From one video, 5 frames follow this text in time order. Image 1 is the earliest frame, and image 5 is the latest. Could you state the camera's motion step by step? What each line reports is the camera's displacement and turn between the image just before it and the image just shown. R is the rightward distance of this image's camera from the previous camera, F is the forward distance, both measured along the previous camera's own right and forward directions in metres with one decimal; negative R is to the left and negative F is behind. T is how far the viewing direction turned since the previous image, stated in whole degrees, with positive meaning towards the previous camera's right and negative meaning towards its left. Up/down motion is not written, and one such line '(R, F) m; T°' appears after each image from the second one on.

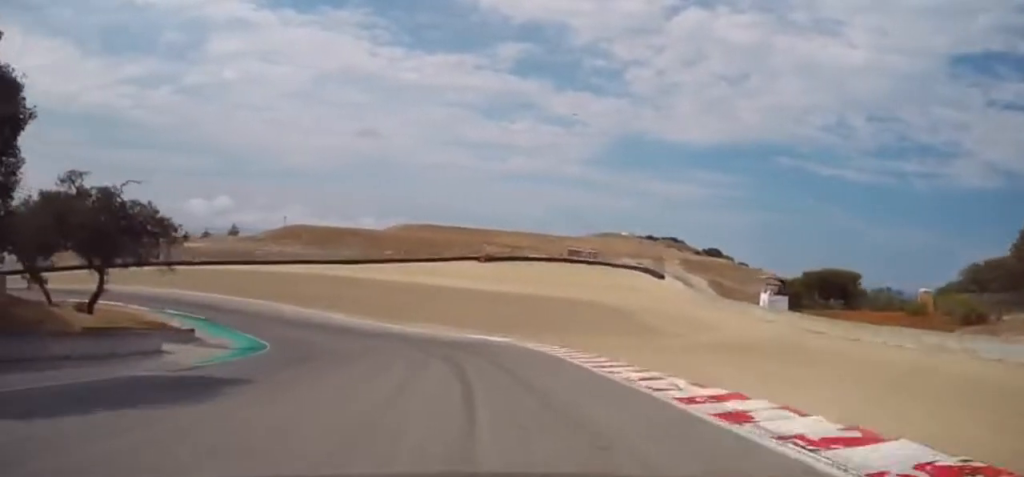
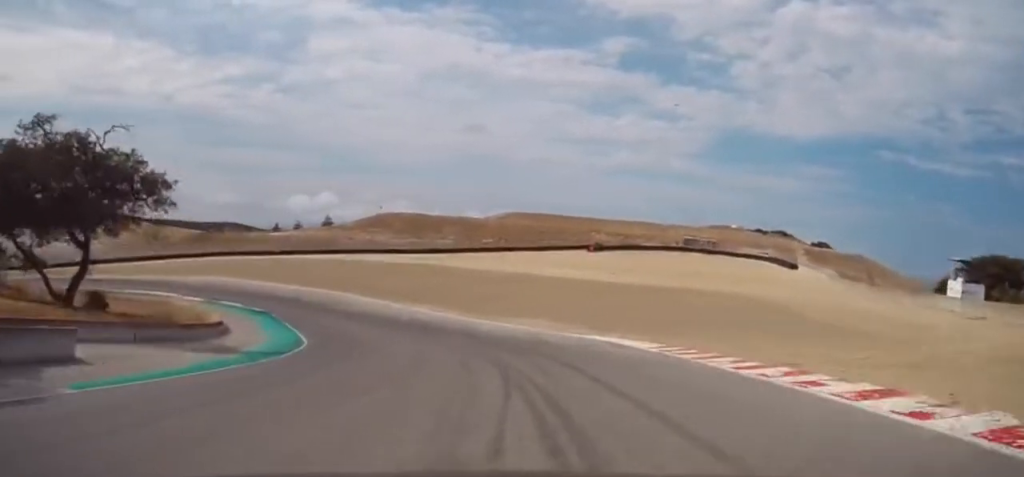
(-1.5, +13.2) m; -7°
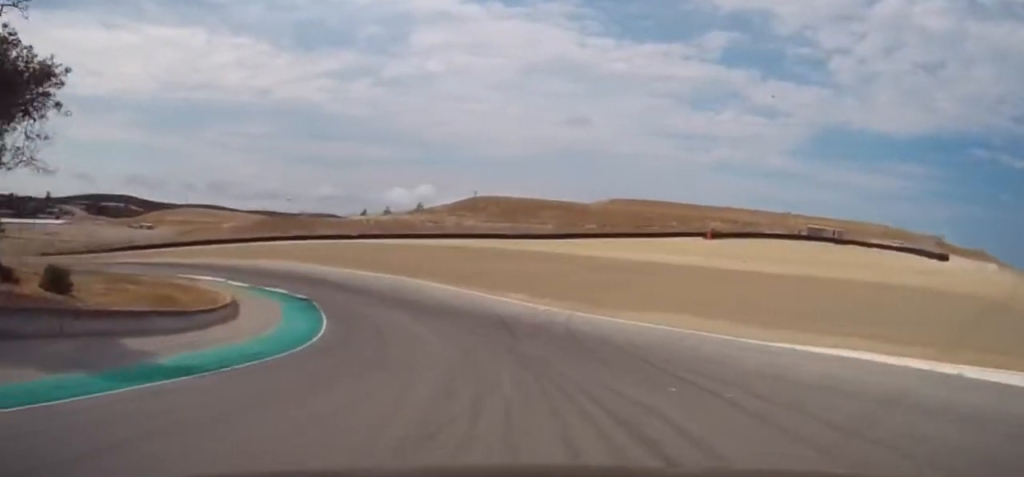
(-0.5, +14.4) m; -8°
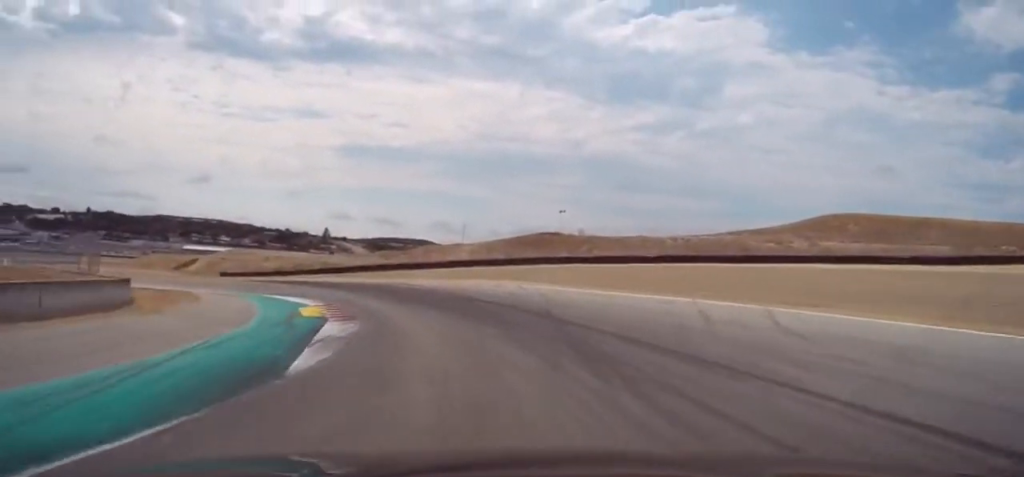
(-9.7, +44.9) m; -28°
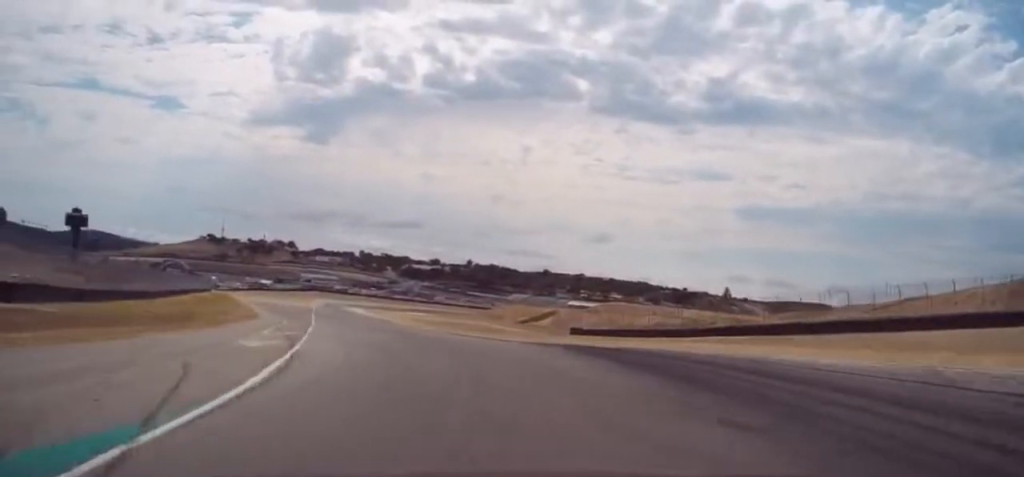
(-13.7, +41.6) m; -32°
